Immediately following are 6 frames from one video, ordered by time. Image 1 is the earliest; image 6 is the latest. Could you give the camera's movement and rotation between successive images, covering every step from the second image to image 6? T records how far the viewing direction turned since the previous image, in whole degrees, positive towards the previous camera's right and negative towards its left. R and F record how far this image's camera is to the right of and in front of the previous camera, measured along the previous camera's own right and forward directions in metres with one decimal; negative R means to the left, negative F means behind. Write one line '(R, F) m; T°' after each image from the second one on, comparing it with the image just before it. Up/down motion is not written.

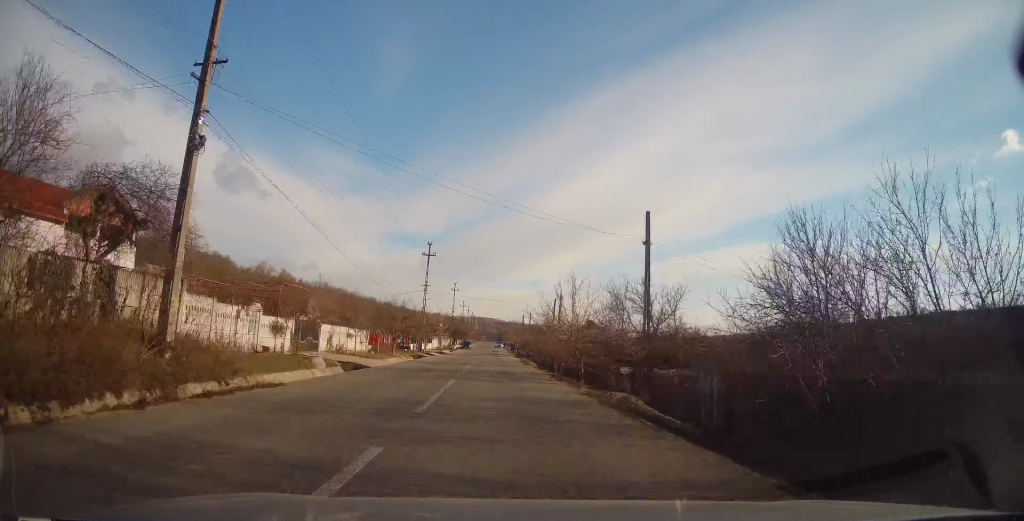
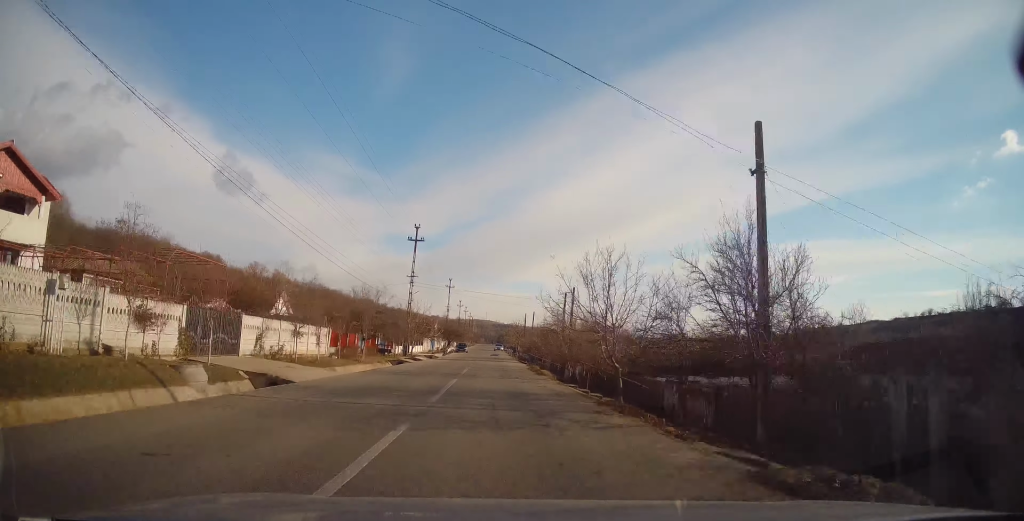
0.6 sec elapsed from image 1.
(+0.1, +9.8) m; 0°
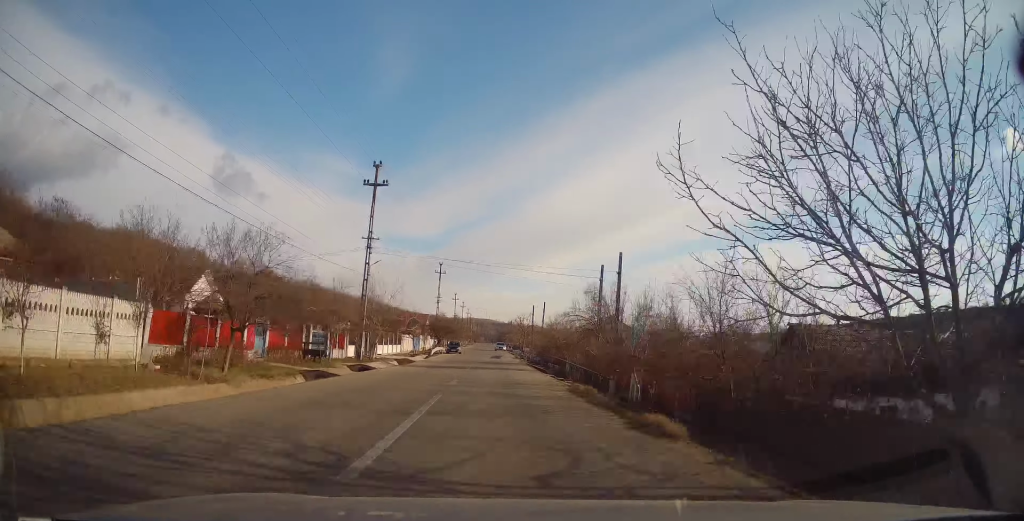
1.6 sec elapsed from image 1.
(+0.2, +18.5) m; 0°
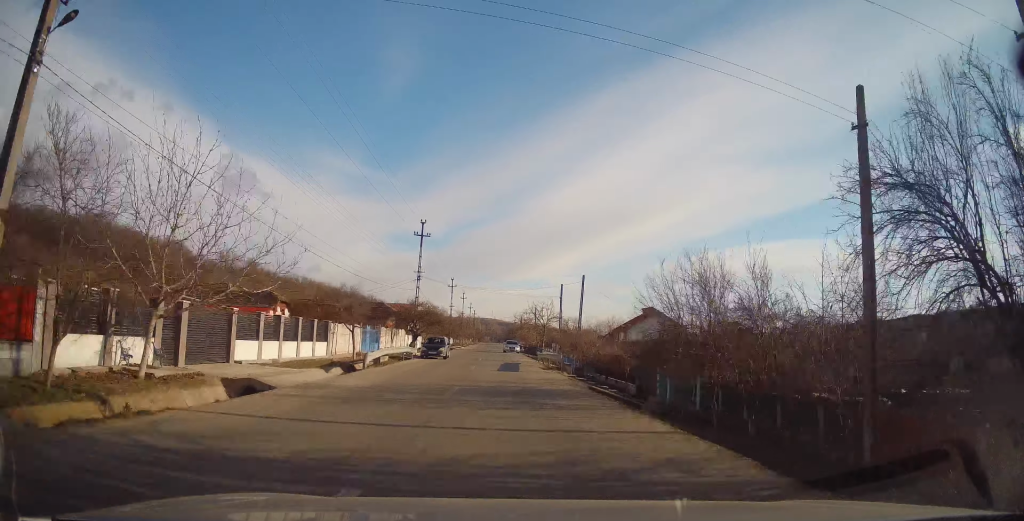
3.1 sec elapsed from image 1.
(-0.1, +26.5) m; 0°
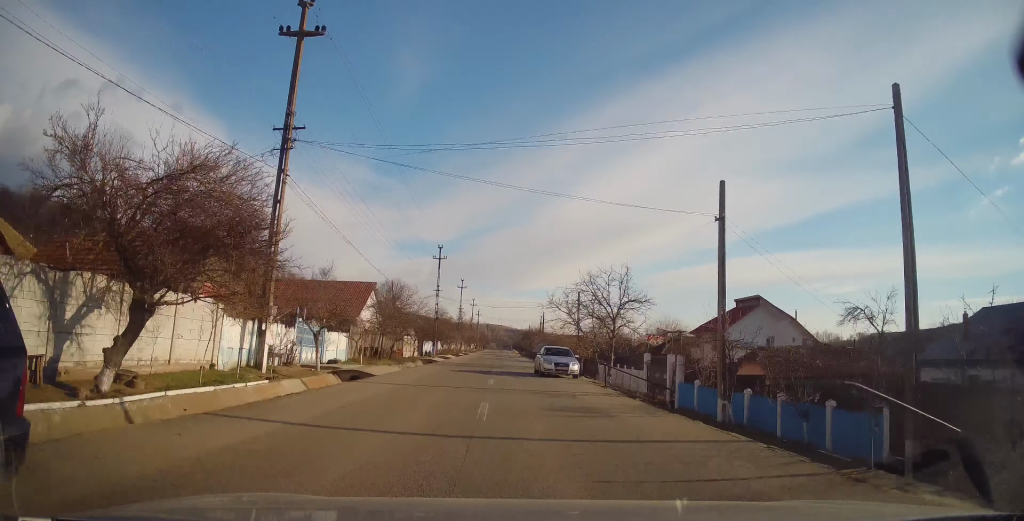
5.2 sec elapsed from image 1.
(-0.9, +36.6) m; -2°
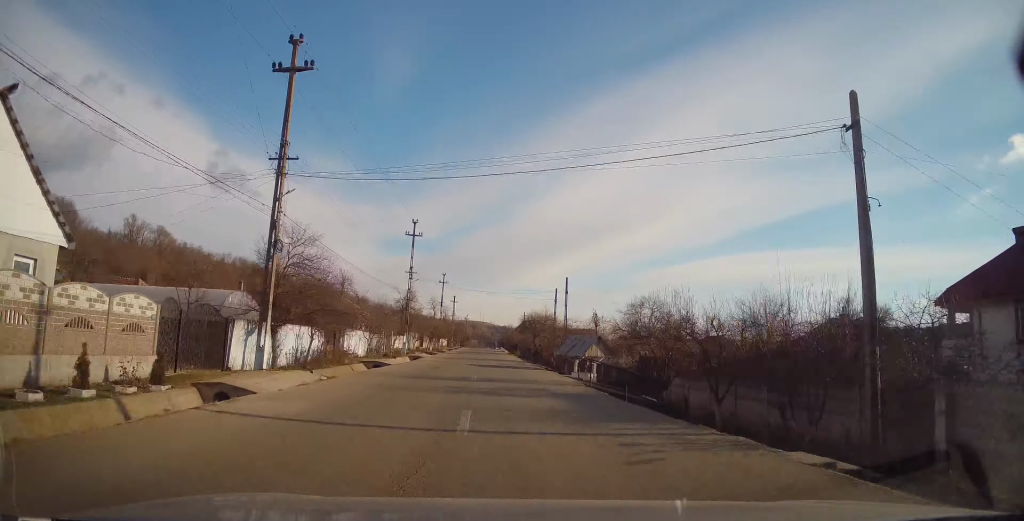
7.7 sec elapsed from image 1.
(+1.4, +41.6) m; +2°
